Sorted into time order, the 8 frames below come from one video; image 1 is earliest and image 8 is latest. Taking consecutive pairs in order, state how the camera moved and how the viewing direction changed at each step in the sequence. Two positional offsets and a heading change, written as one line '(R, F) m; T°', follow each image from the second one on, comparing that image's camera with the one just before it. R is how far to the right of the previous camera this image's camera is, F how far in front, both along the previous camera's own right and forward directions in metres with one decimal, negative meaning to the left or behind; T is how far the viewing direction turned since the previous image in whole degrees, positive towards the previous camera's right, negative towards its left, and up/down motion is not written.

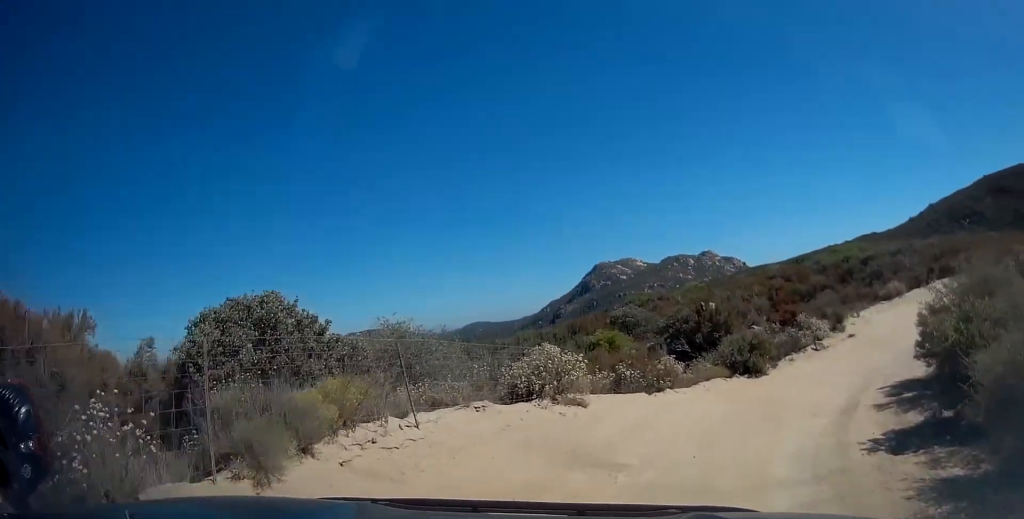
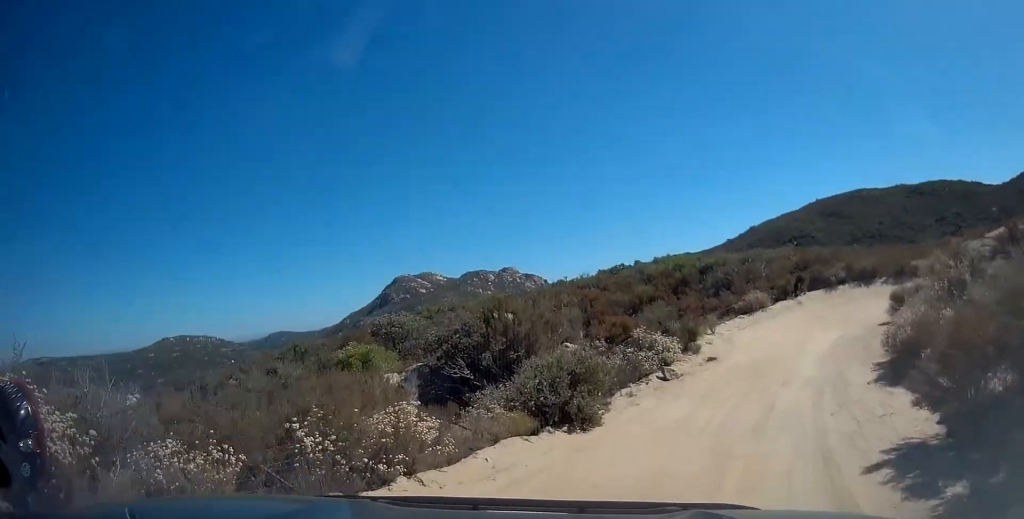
(+1.9, +7.2) m; +19°
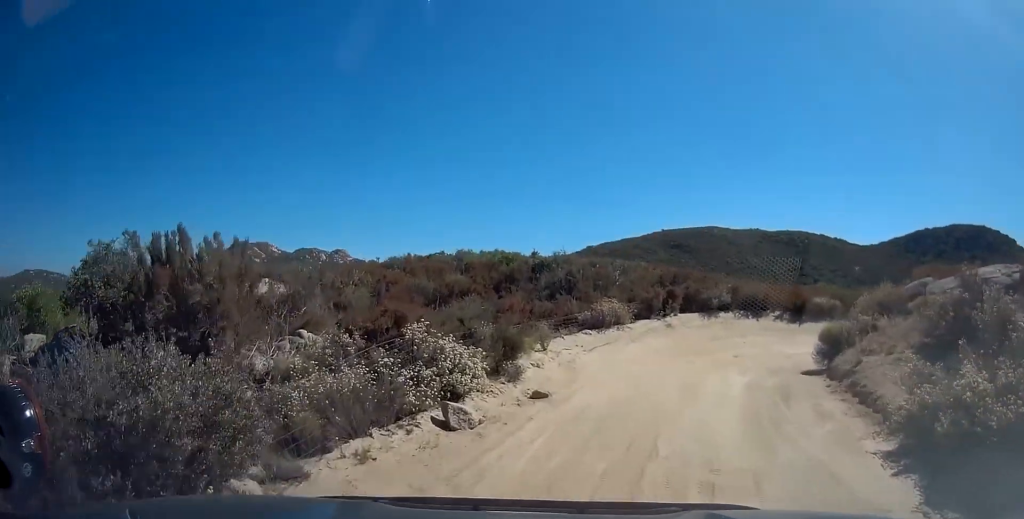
(+0.6, +7.7) m; +13°
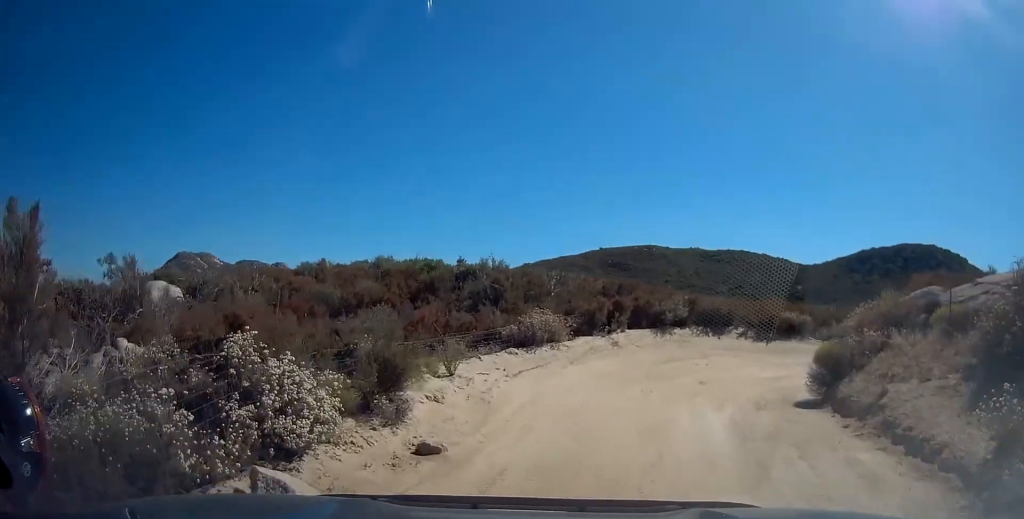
(+0.2, +3.7) m; +8°
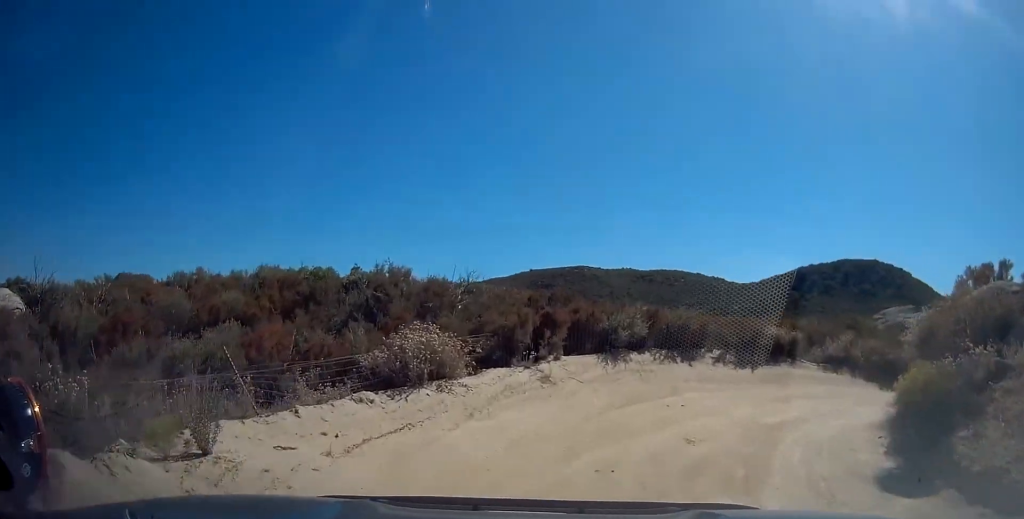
(+0.6, +5.8) m; +9°
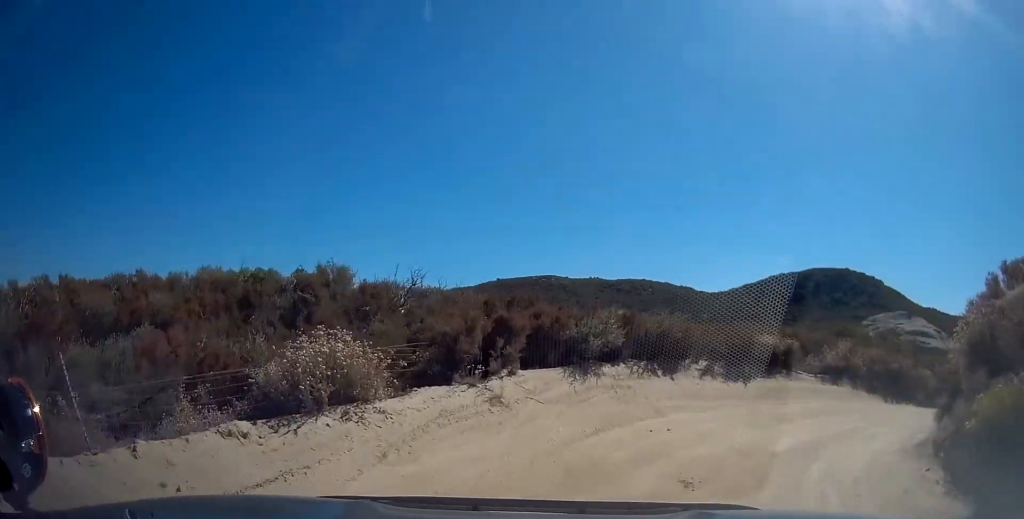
(+0.1, +2.4) m; +5°
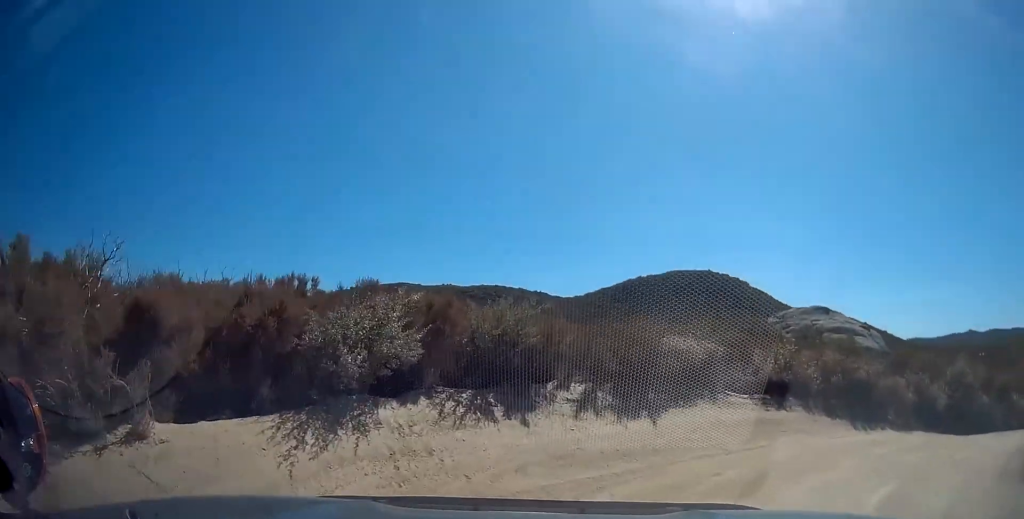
(+0.7, +6.2) m; +17°
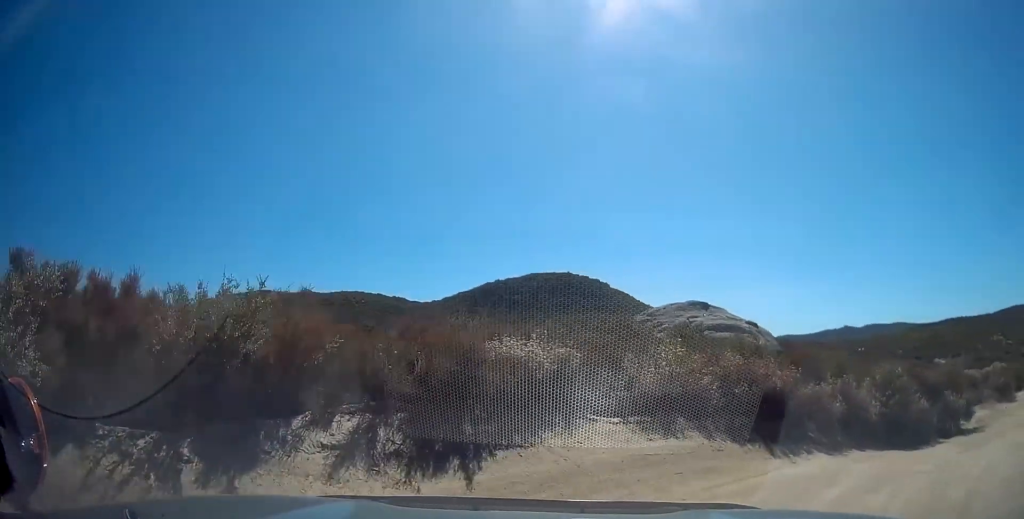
(+0.3, +3.4) m; +14°
